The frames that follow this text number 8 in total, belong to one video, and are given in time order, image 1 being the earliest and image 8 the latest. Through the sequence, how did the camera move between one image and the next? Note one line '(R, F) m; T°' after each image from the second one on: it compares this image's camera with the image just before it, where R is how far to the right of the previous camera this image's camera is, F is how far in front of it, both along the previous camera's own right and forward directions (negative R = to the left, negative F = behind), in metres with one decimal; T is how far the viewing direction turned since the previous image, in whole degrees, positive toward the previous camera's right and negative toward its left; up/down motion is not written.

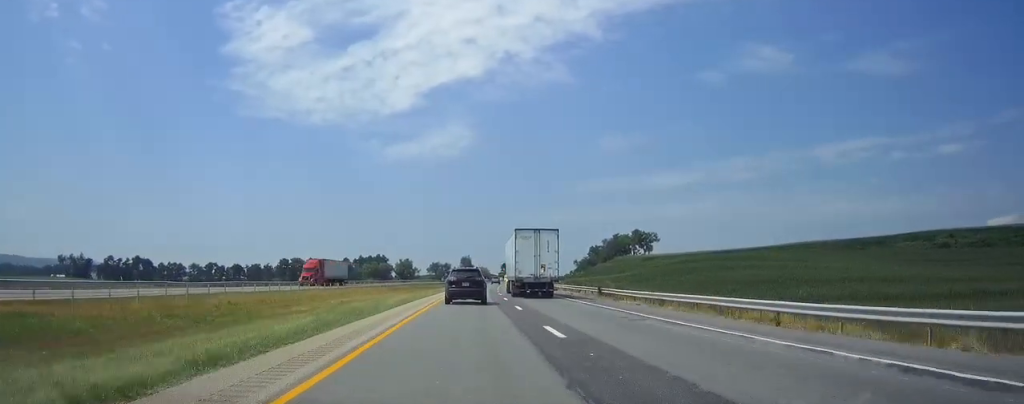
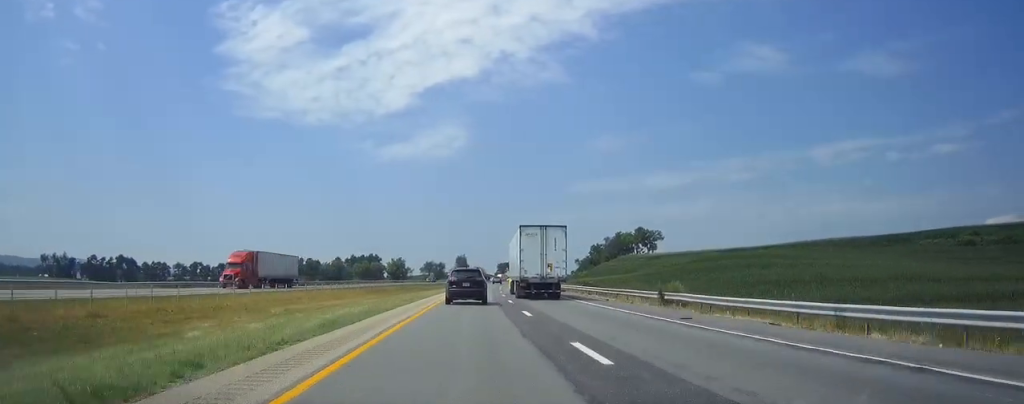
(+0.1, +16.6) m; +1°
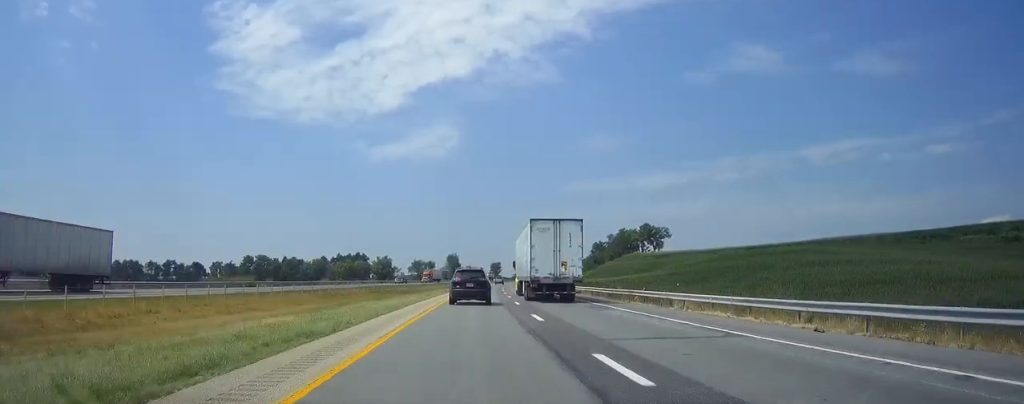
(+0.2, +26.4) m; +1°
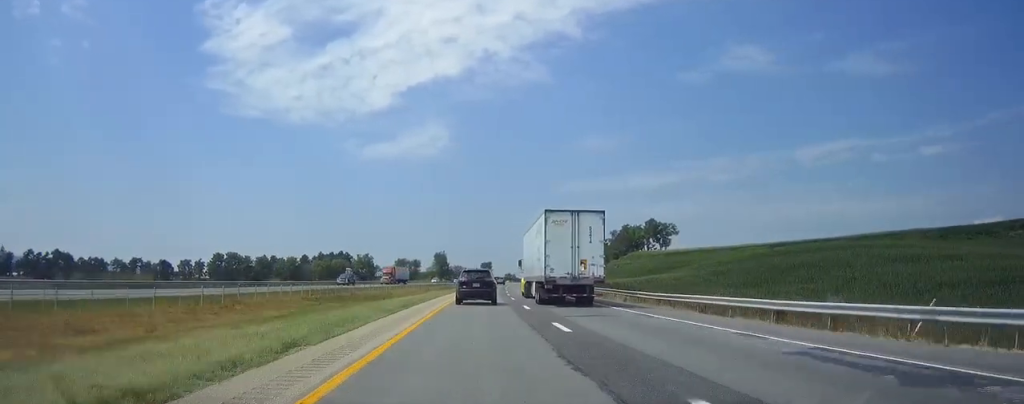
(+0.4, +28.4) m; +1°
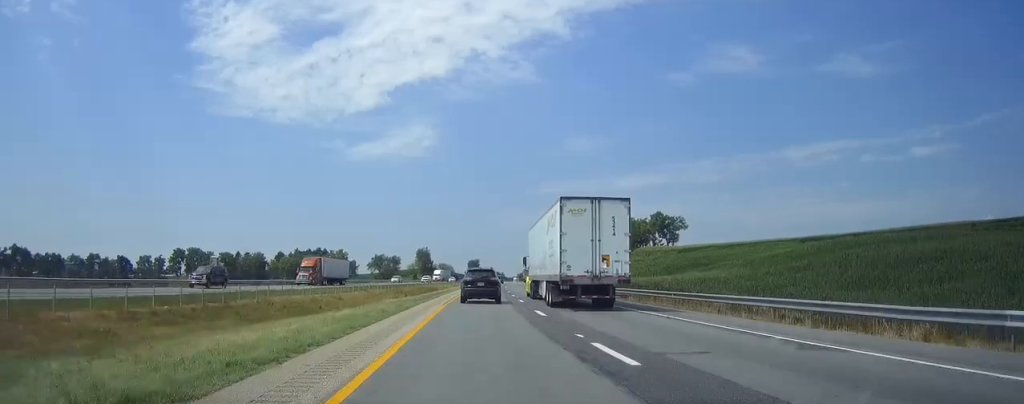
(+0.3, +30.4) m; +1°
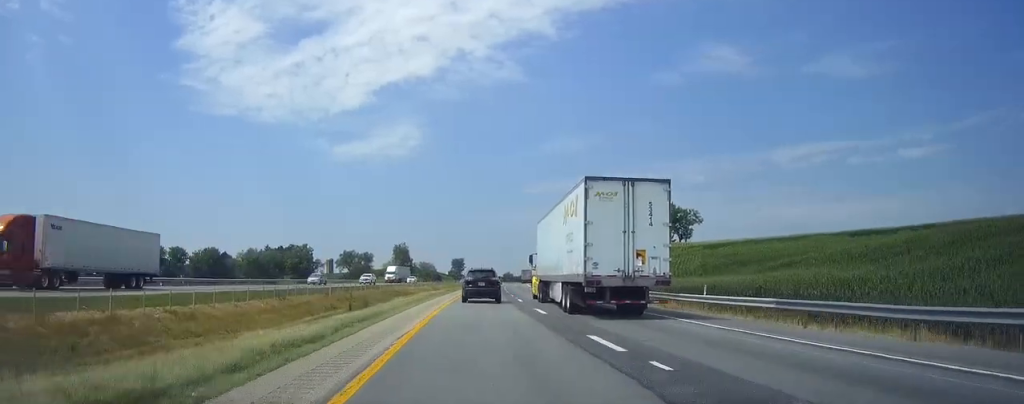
(+0.4, +34.6) m; +1°
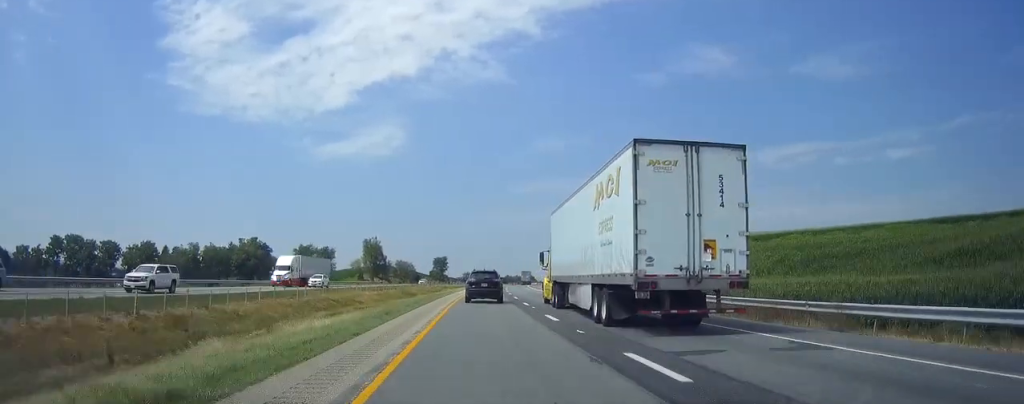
(+0.4, +40.1) m; +2°
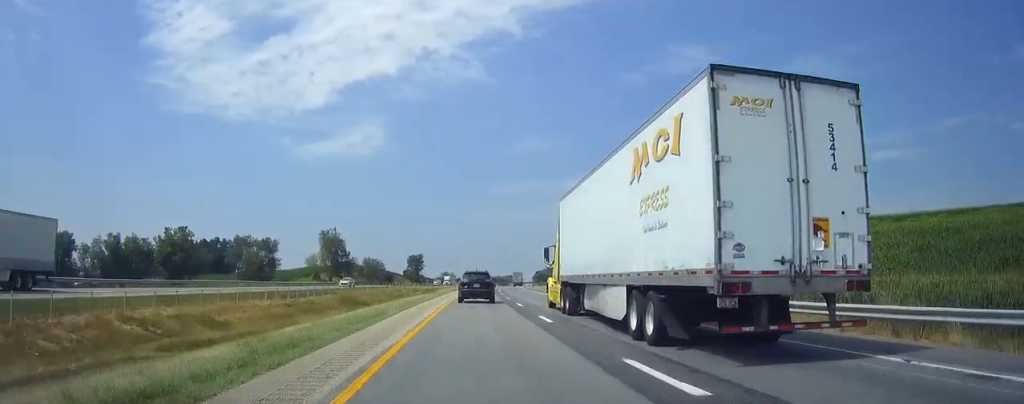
(+0.6, +36.8) m; +1°
